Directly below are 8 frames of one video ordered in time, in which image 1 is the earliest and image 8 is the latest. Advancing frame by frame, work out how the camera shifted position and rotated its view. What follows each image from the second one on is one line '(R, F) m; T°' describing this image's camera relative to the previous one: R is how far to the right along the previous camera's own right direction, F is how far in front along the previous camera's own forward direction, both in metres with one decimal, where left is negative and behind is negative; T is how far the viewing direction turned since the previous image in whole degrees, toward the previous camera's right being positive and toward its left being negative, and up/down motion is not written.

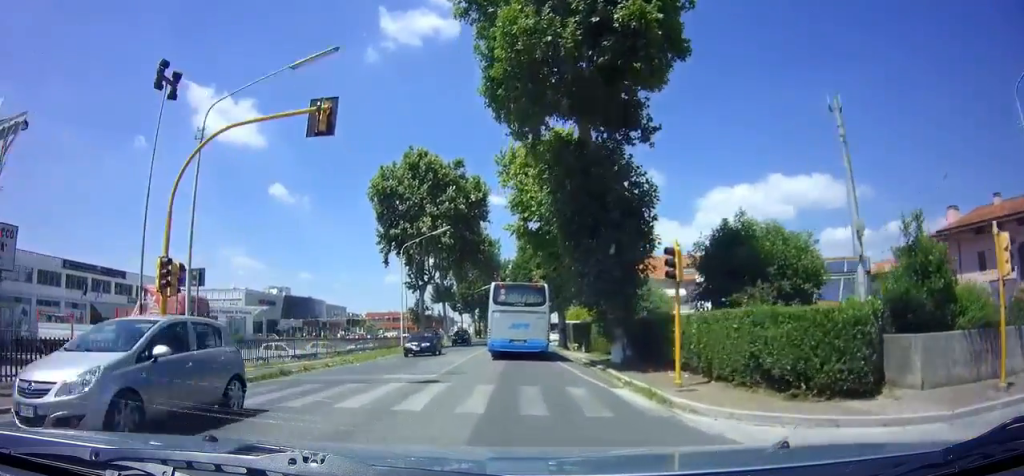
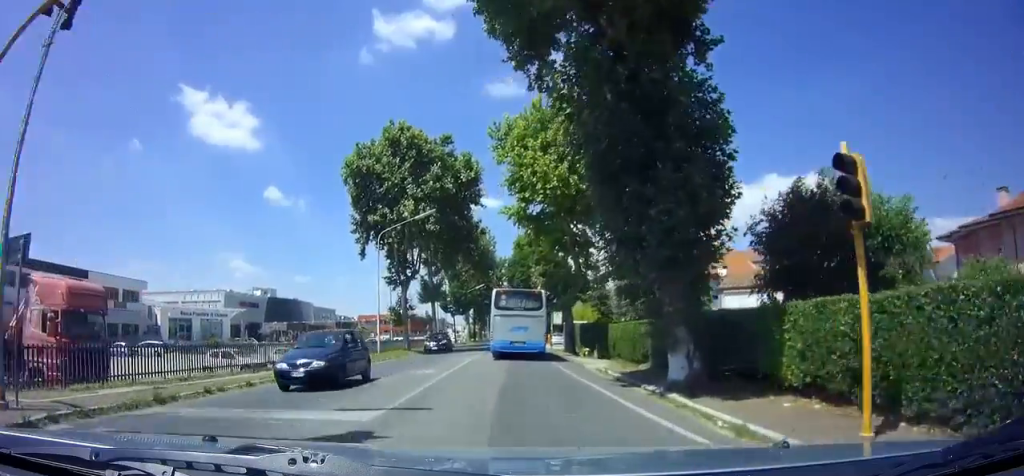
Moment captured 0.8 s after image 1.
(0.0, +7.2) m; +1°
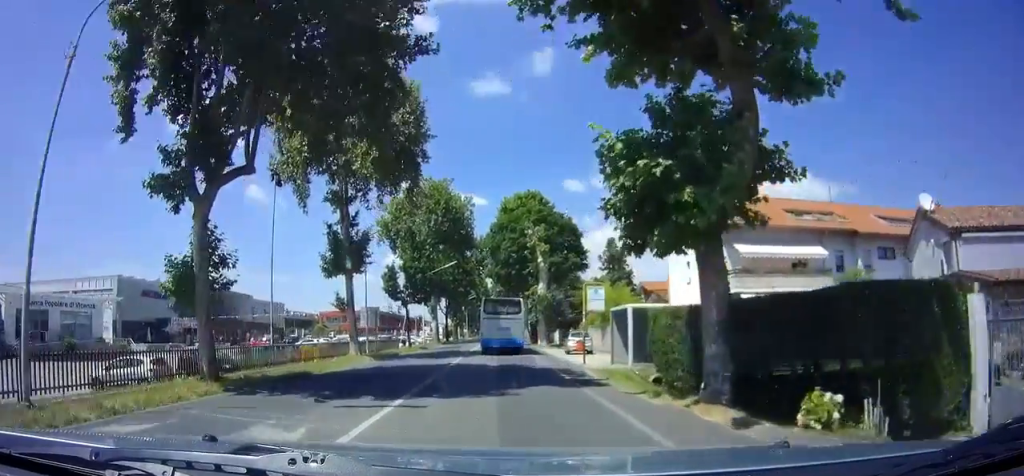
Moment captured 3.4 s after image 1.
(+0.5, +26.4) m; +2°
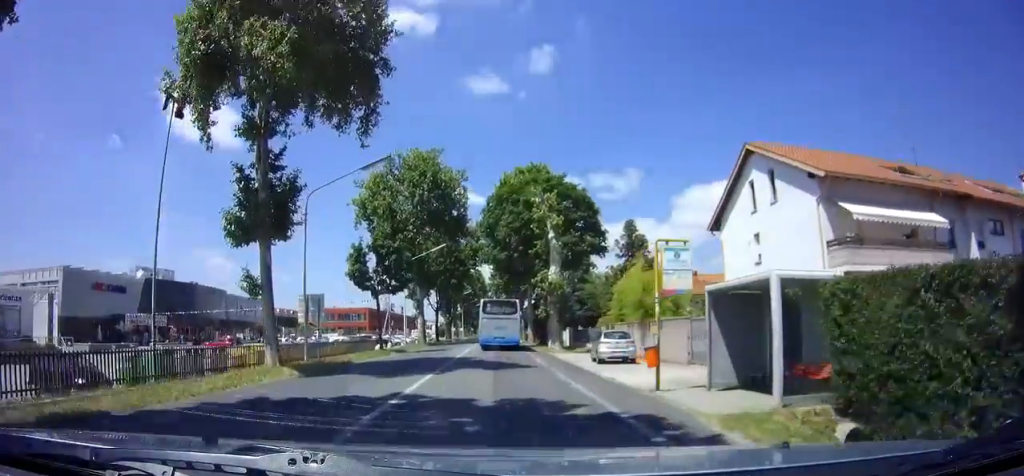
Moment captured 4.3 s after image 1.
(+0.1, +11.3) m; +1°
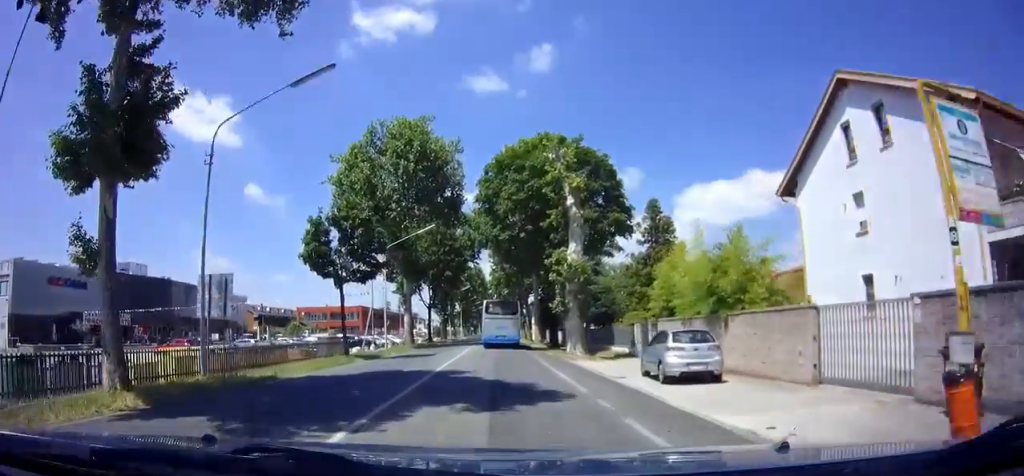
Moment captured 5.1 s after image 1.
(0.0, +9.4) m; 0°
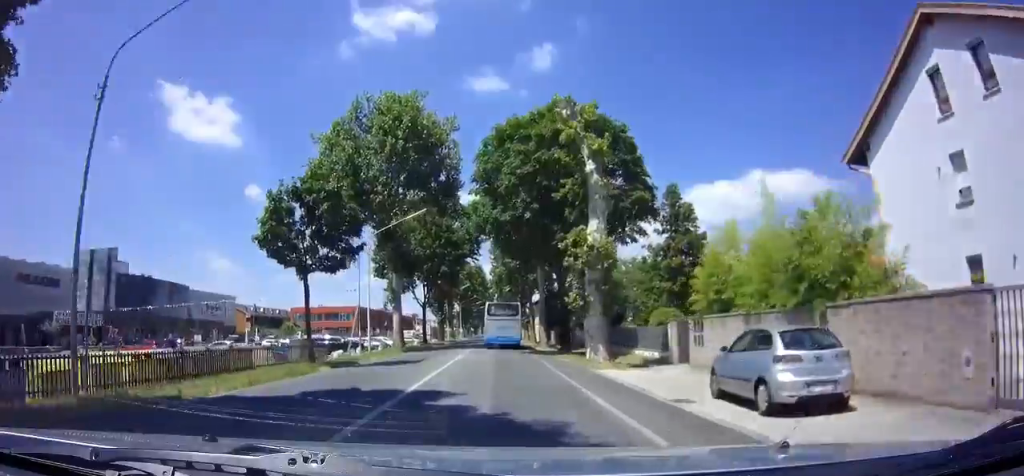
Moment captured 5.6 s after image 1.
(+0.1, +6.3) m; 0°
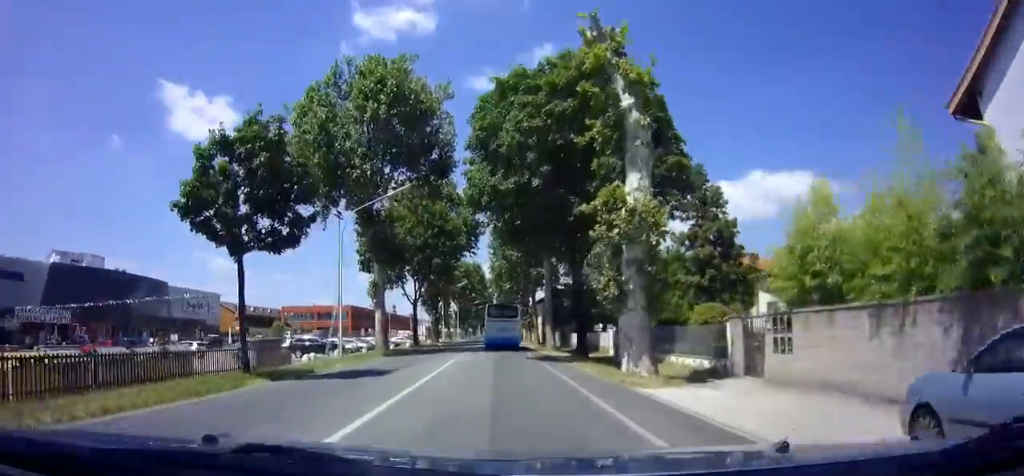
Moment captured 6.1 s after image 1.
(0.0, +6.0) m; 0°
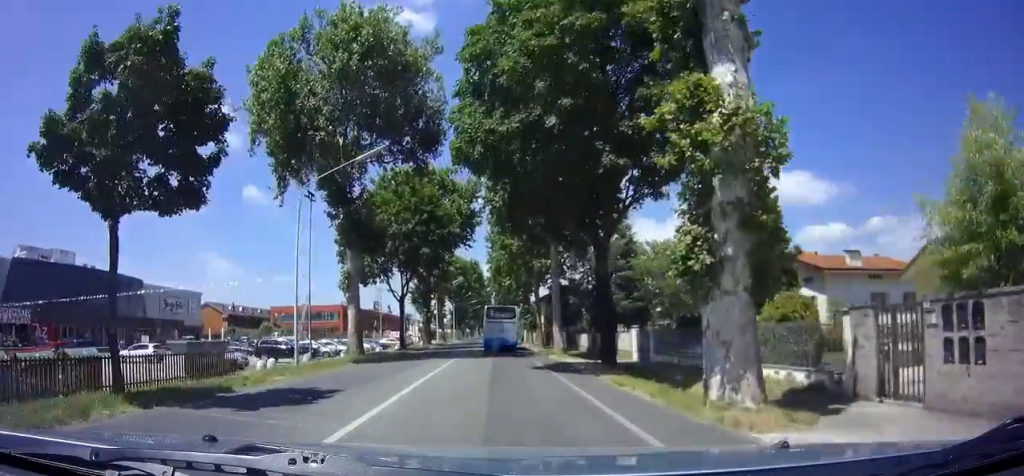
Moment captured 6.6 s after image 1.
(-0.1, +7.0) m; -1°
